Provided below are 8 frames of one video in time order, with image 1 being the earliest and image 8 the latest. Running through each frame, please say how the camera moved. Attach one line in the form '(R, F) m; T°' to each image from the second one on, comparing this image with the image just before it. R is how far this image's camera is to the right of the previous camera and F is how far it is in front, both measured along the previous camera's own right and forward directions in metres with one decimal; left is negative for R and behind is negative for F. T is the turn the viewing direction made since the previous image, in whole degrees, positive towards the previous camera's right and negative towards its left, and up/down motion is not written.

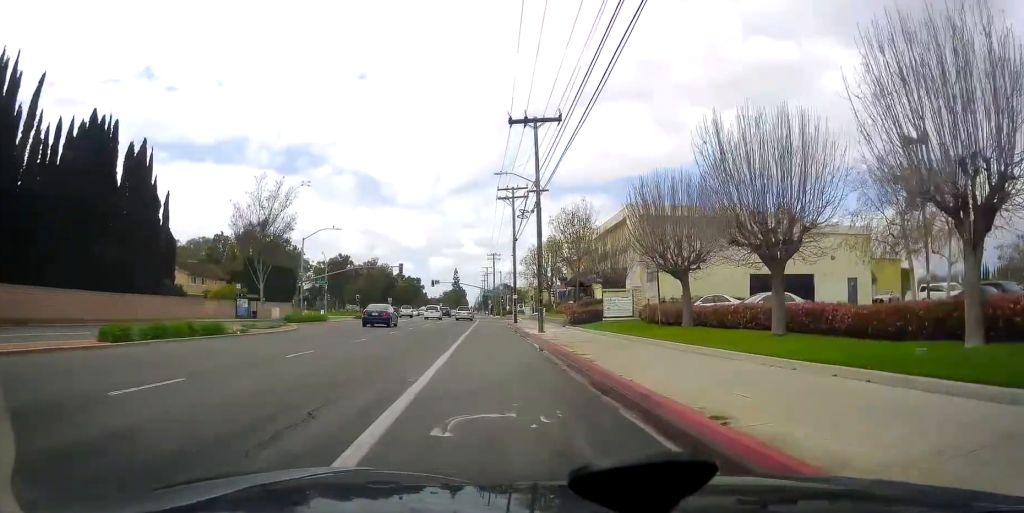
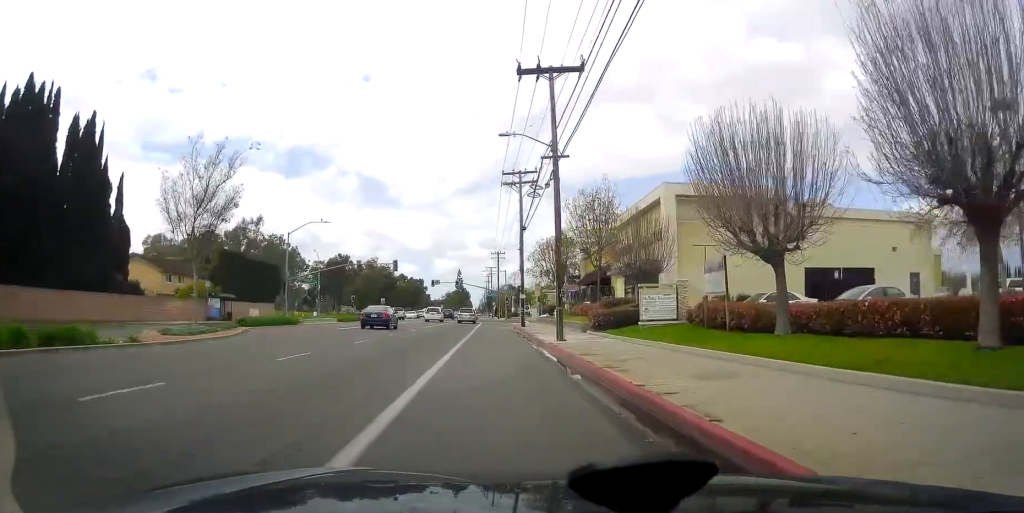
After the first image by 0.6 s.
(0.0, +7.9) m; 0°
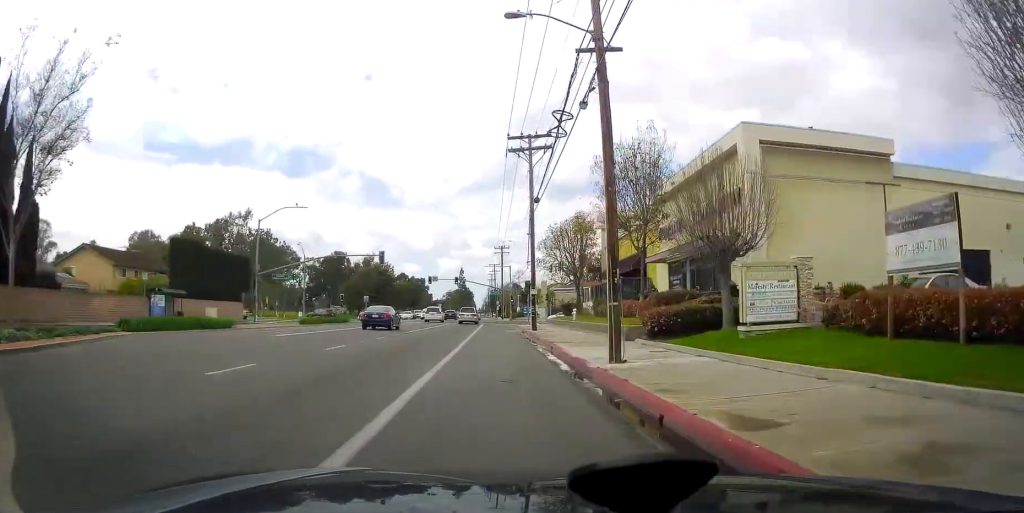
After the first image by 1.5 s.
(0.0, +10.9) m; 0°
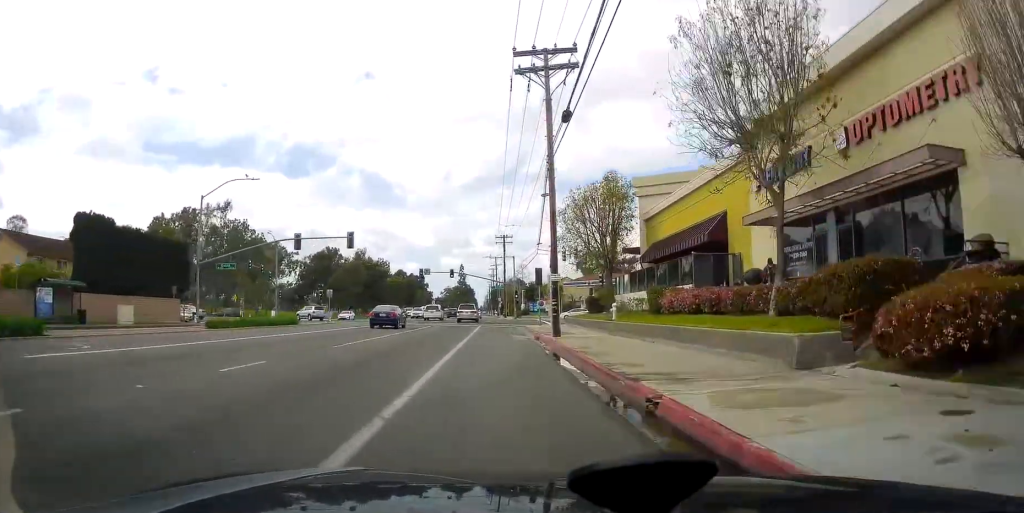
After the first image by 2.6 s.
(0.0, +13.9) m; 0°
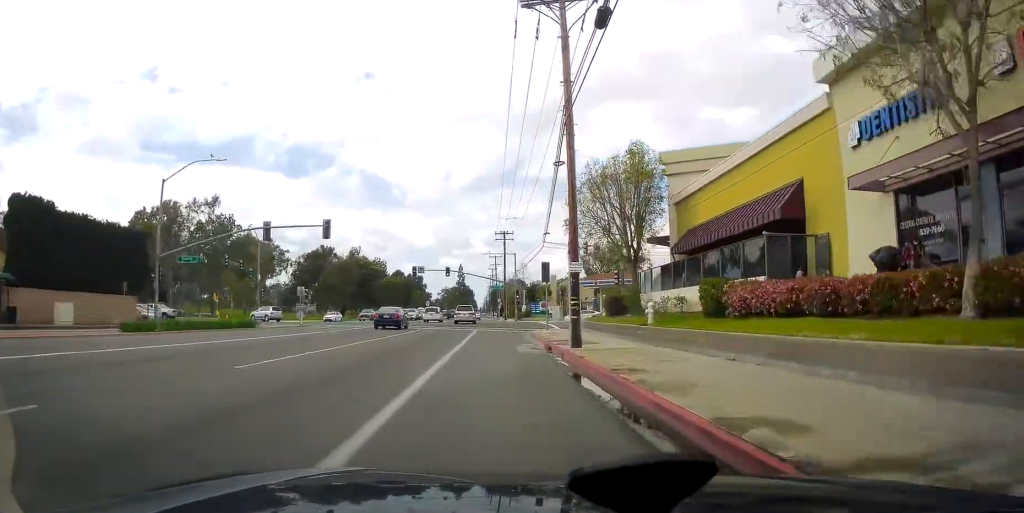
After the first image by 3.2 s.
(0.0, +6.9) m; 0°
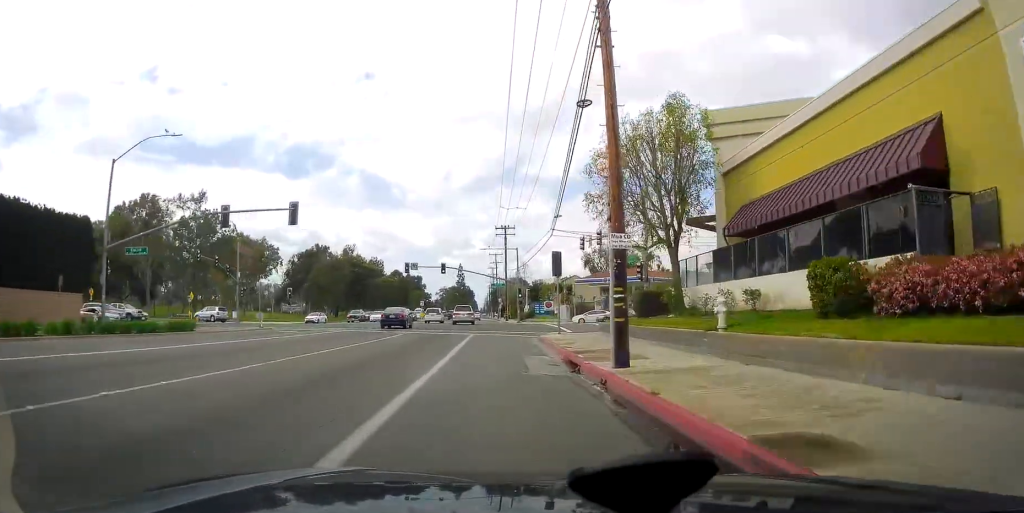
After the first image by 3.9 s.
(0.0, +7.2) m; 0°
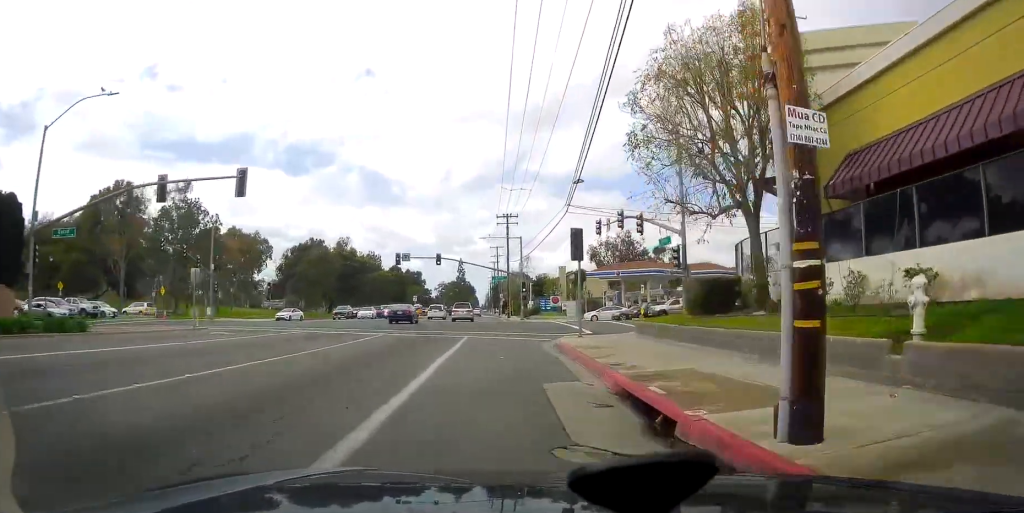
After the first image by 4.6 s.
(0.0, +7.8) m; 0°
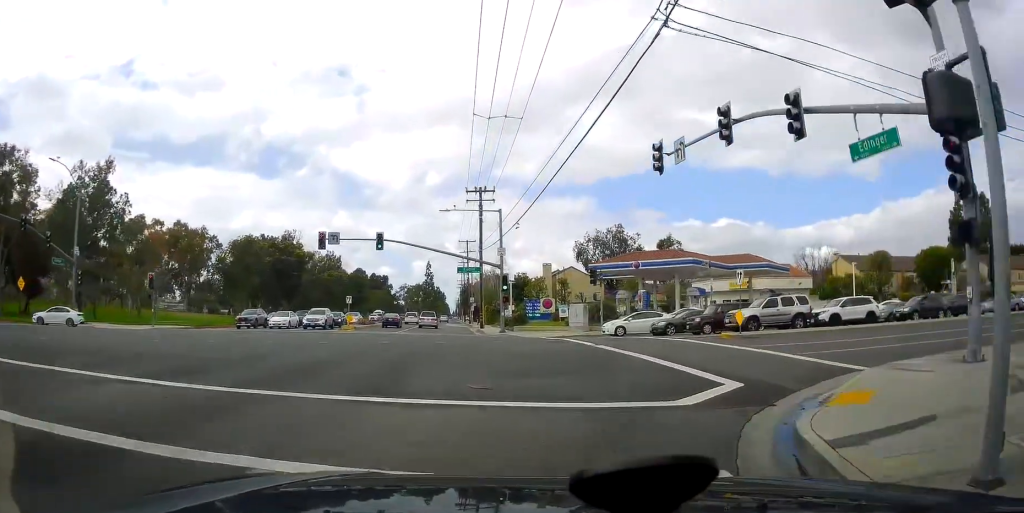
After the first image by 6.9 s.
(+0.1, +22.3) m; +5°
